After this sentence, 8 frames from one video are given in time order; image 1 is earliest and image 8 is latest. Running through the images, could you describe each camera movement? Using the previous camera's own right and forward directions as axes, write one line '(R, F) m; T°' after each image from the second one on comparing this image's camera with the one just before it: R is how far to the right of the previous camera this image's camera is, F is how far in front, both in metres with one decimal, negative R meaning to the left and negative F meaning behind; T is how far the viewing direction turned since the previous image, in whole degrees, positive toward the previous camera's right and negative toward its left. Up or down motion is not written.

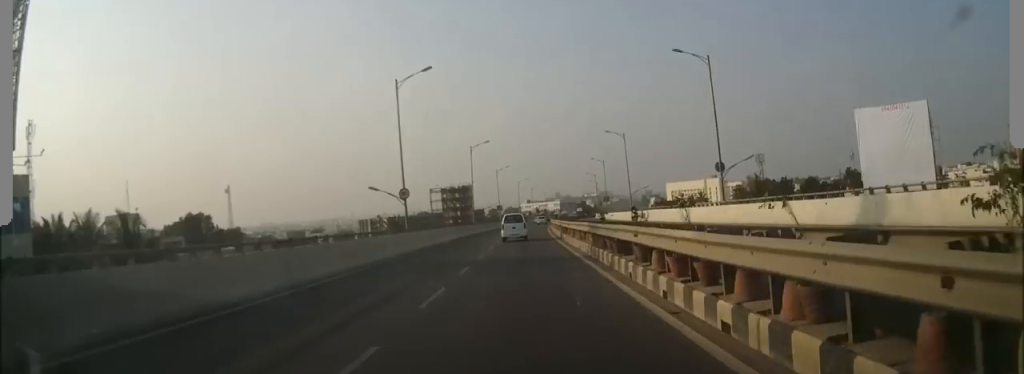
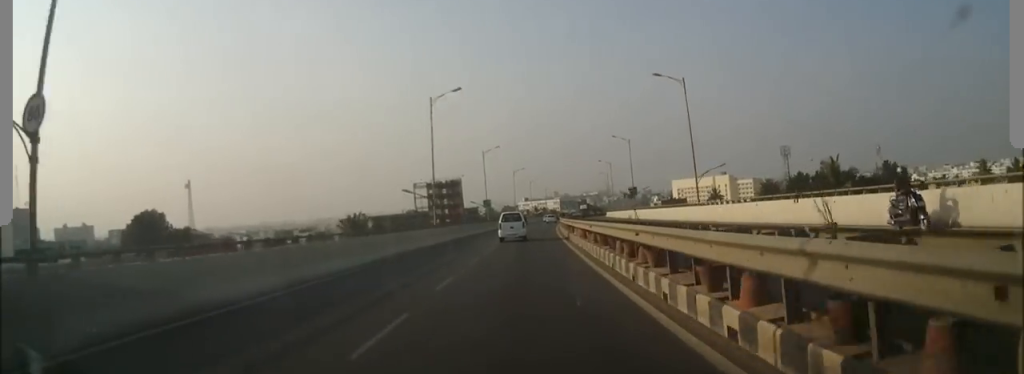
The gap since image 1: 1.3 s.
(0.0, +27.6) m; 0°
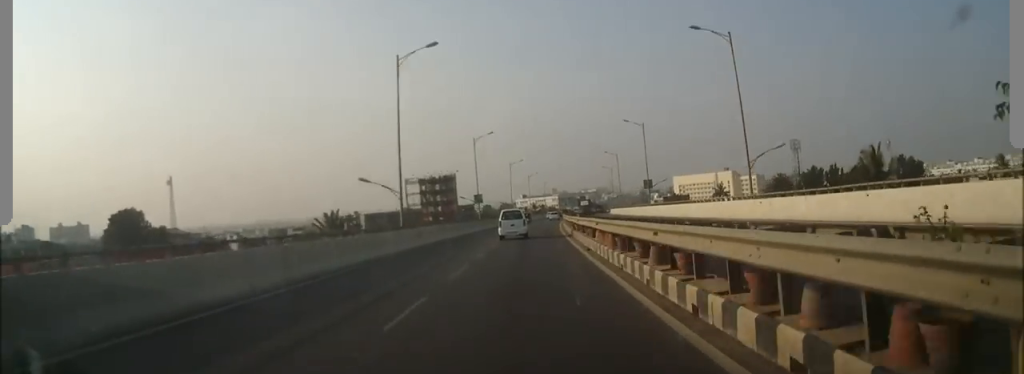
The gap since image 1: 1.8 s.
(0.0, +10.2) m; 0°
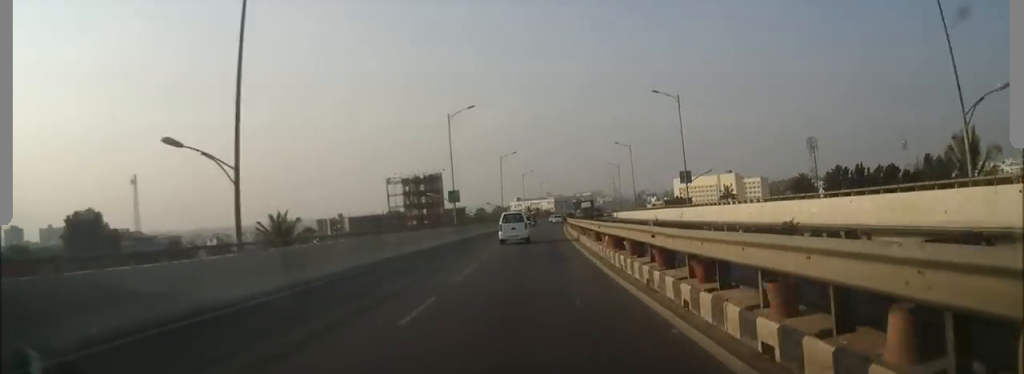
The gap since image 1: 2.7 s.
(0.0, +16.9) m; +1°
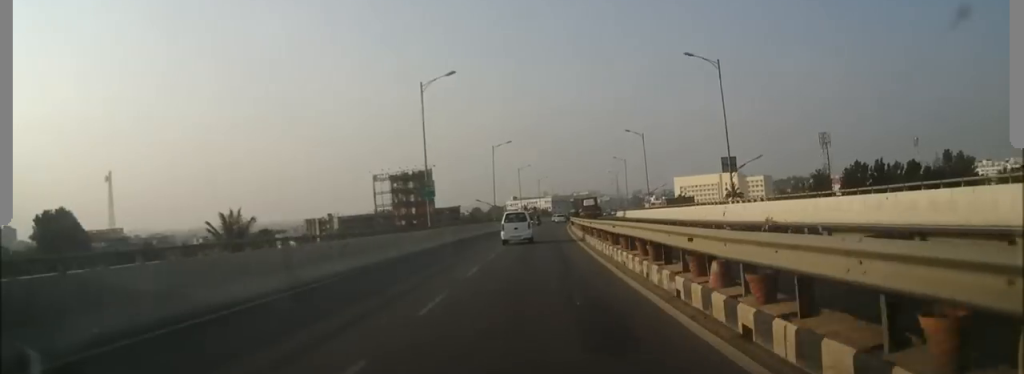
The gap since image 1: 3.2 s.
(0.0, +10.0) m; +1°
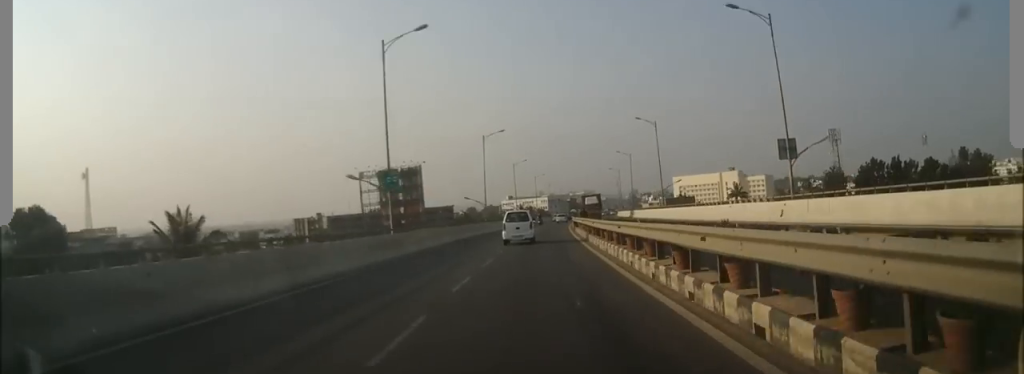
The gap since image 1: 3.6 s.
(+0.2, +8.6) m; 0°
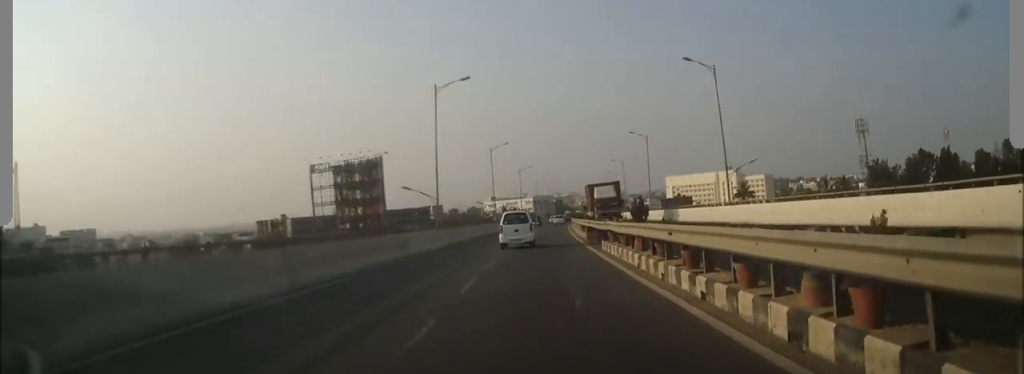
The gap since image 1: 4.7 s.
(+0.1, +22.5) m; 0°
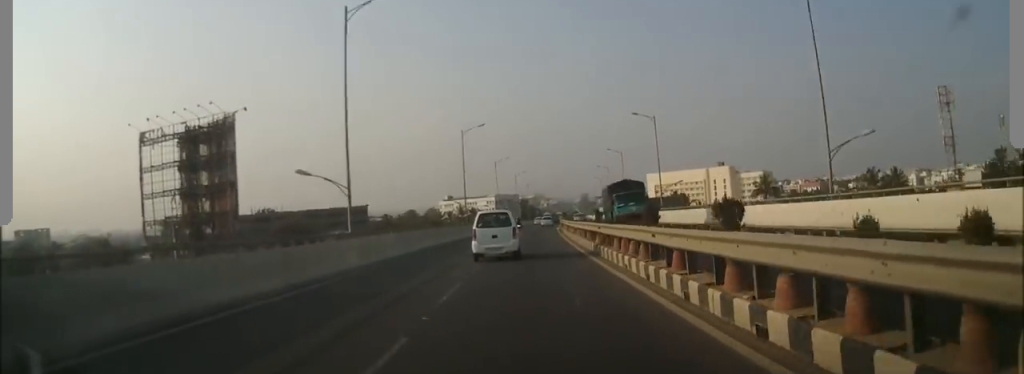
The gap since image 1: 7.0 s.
(+0.1, +46.0) m; +4°
